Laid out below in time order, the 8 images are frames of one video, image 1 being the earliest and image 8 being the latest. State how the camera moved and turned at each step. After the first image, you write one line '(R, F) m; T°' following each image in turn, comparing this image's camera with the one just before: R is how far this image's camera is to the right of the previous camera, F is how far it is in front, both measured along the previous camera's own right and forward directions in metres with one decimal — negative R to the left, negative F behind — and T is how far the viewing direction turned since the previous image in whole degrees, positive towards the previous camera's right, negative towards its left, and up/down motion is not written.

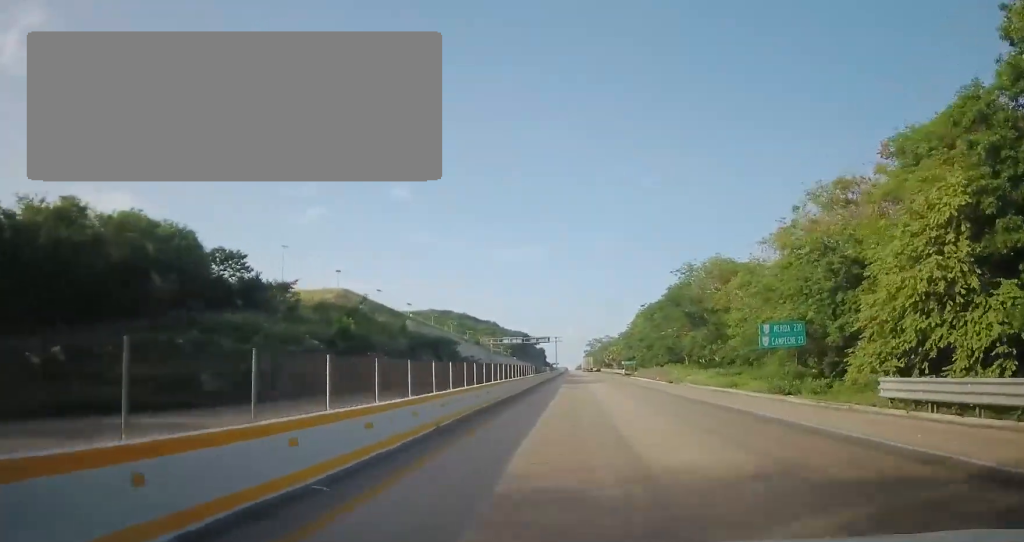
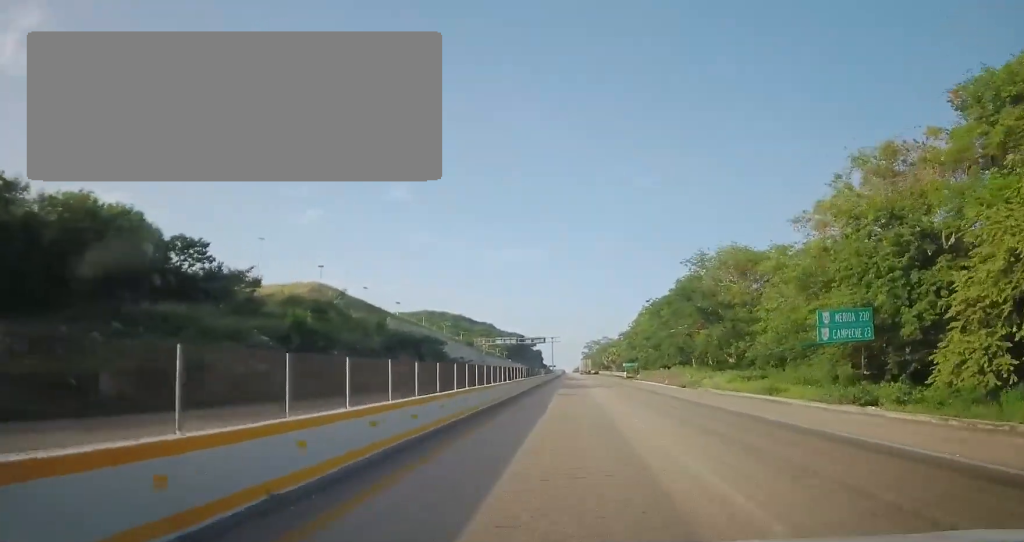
(0.0, +7.3) m; 0°
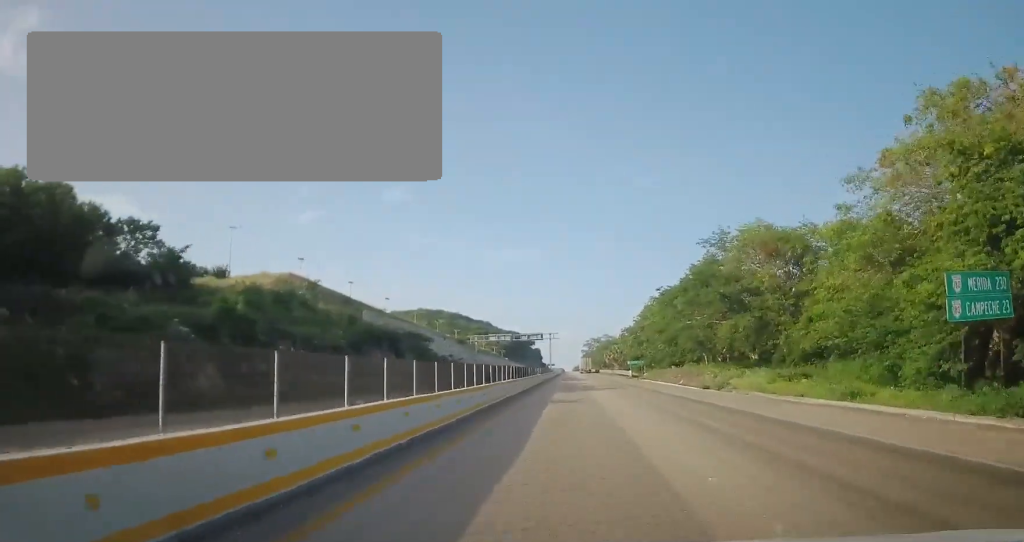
(0.0, +8.3) m; 0°
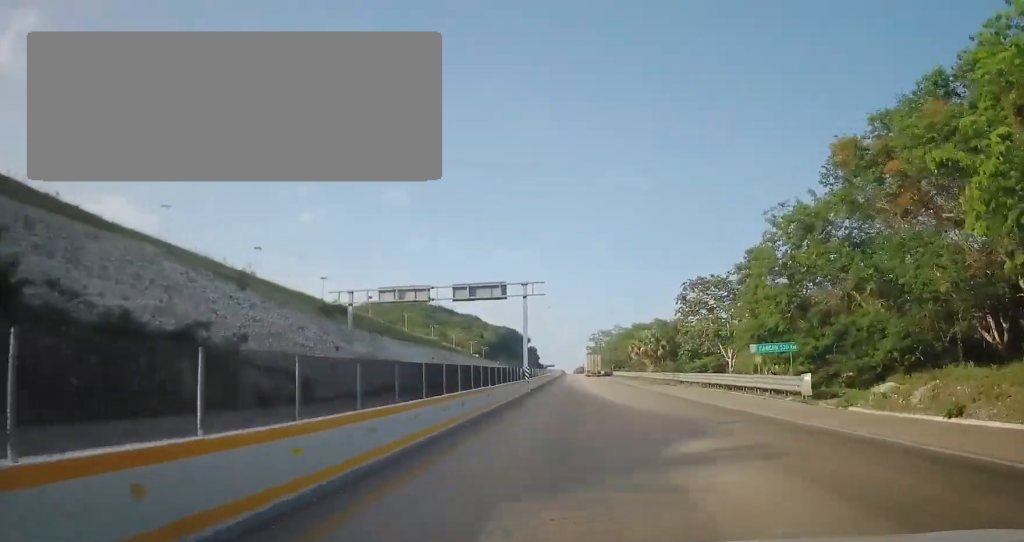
(-1.4, +60.4) m; -1°
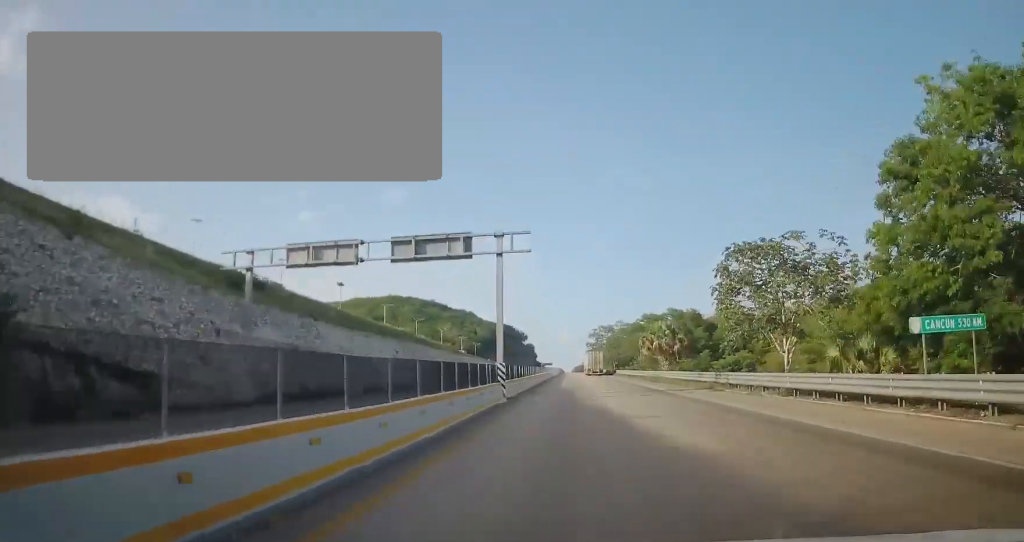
(+0.3, +14.7) m; 0°
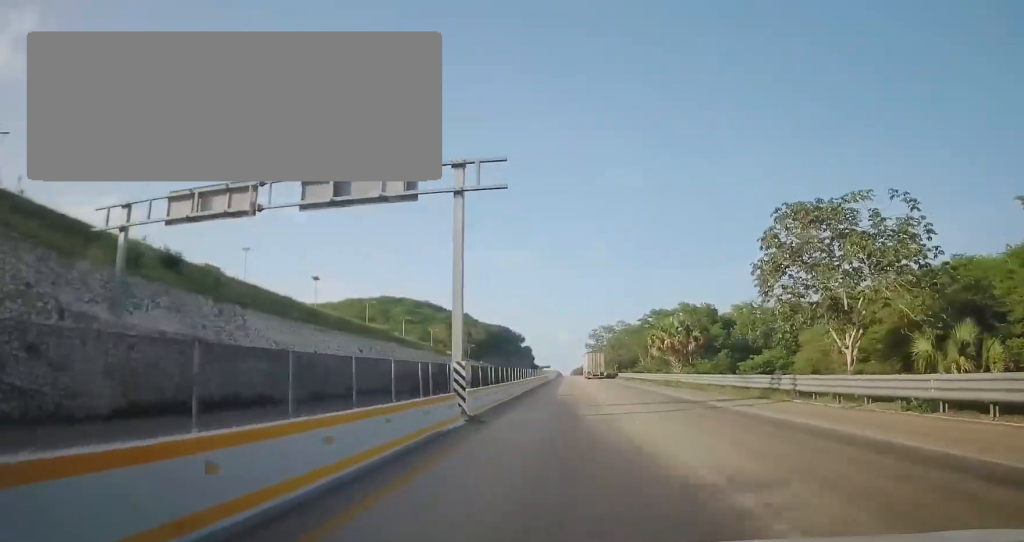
(0.0, +9.8) m; +1°
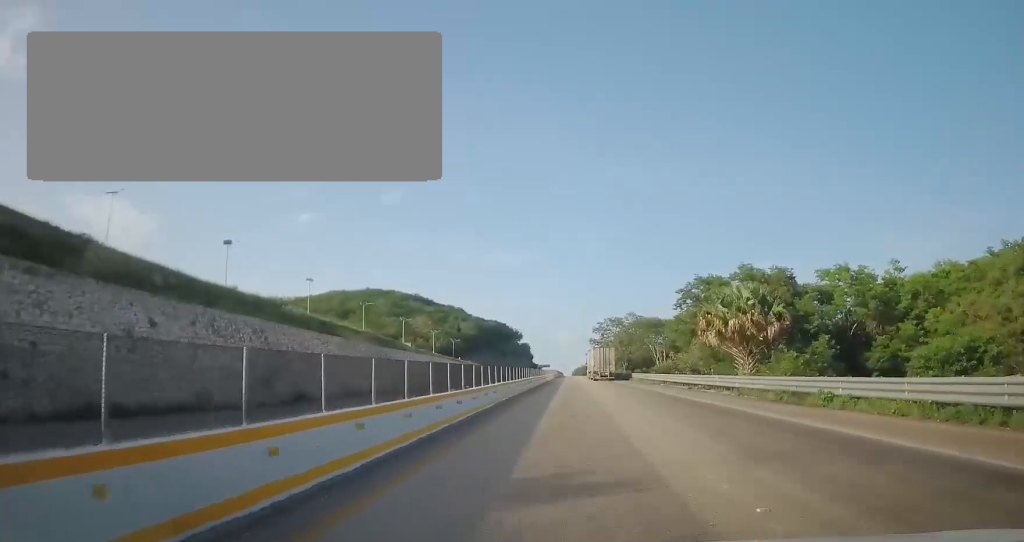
(+0.6, +25.8) m; +2°
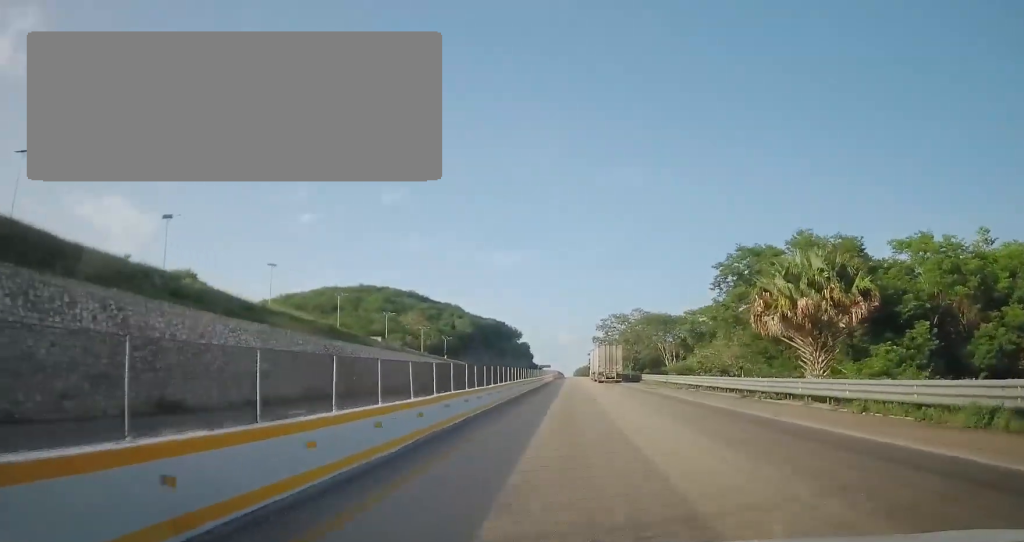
(+0.2, +11.9) m; -1°
